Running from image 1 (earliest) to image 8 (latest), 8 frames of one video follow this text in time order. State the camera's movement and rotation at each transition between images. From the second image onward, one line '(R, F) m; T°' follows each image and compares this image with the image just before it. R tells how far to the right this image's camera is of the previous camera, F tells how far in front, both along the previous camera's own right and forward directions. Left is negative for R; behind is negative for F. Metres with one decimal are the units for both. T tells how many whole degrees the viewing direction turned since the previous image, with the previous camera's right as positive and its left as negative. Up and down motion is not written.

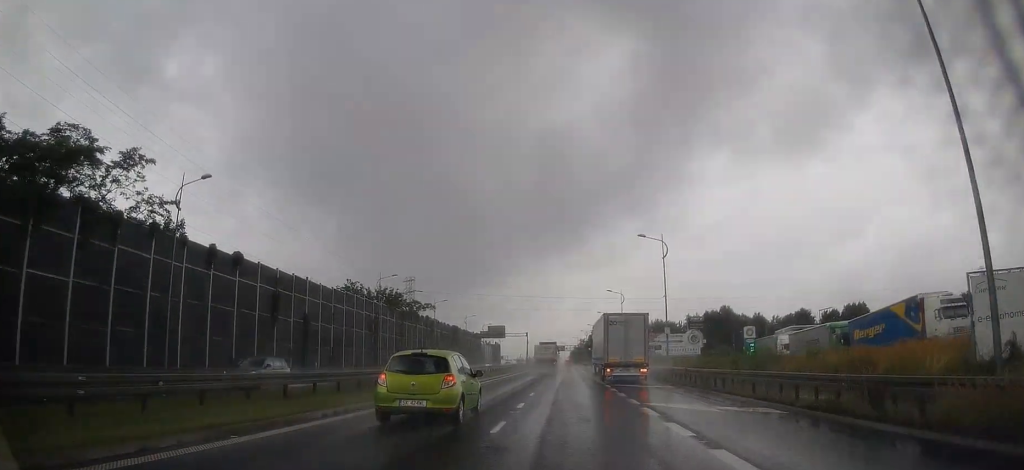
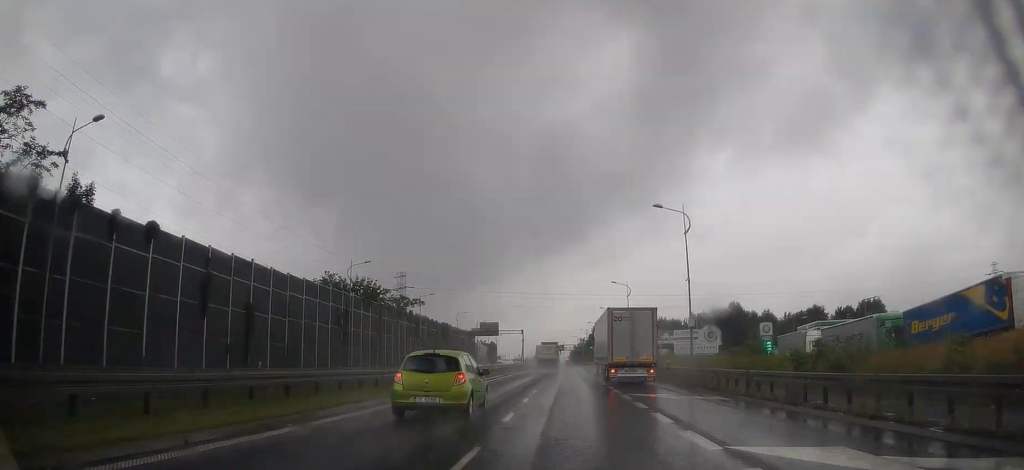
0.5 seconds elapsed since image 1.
(0.0, +10.0) m; 0°
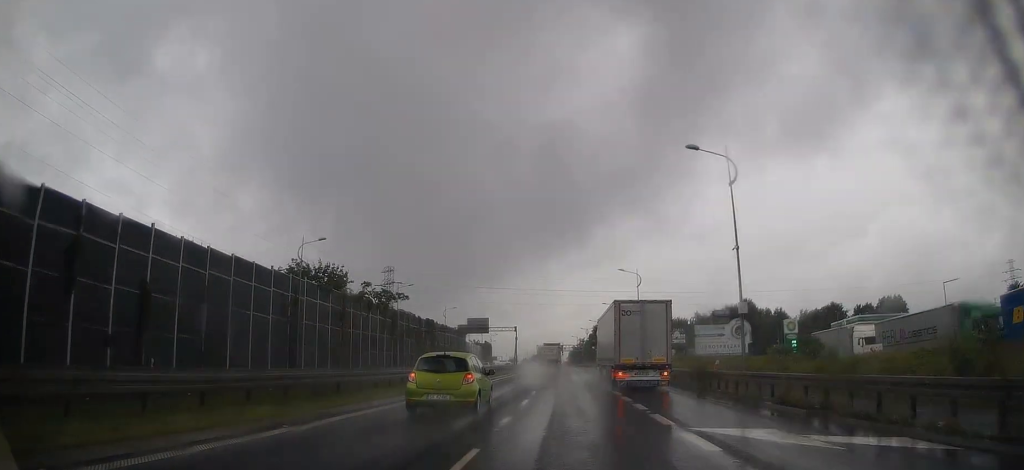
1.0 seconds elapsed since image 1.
(0.0, +12.2) m; 0°
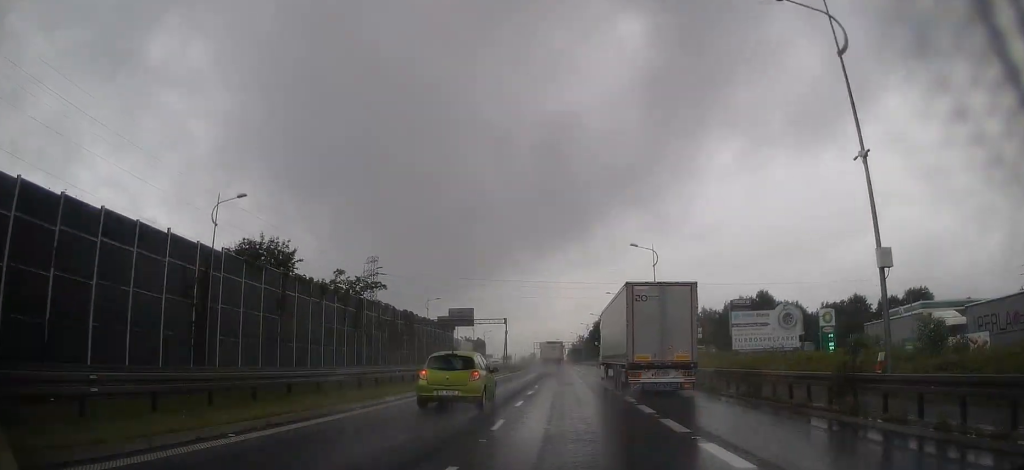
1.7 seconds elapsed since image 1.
(0.0, +13.7) m; 0°
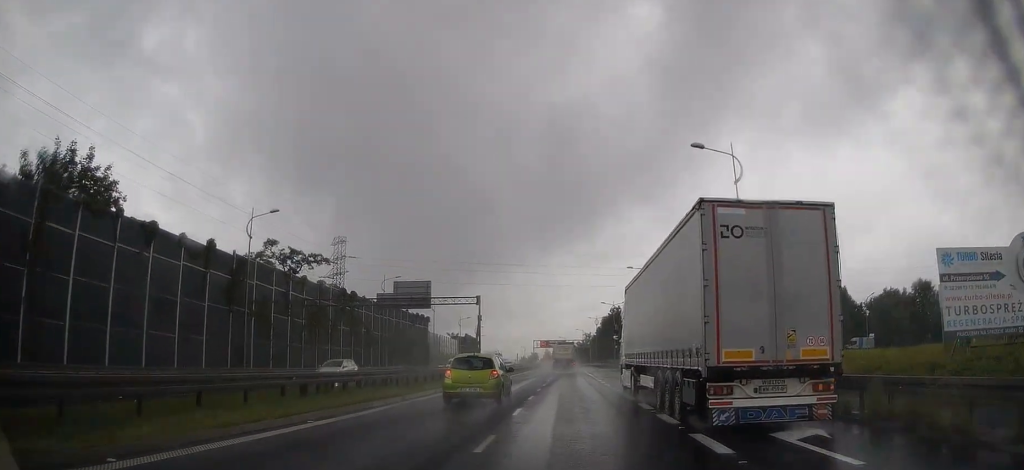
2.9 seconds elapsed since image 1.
(-0.1, +26.5) m; 0°
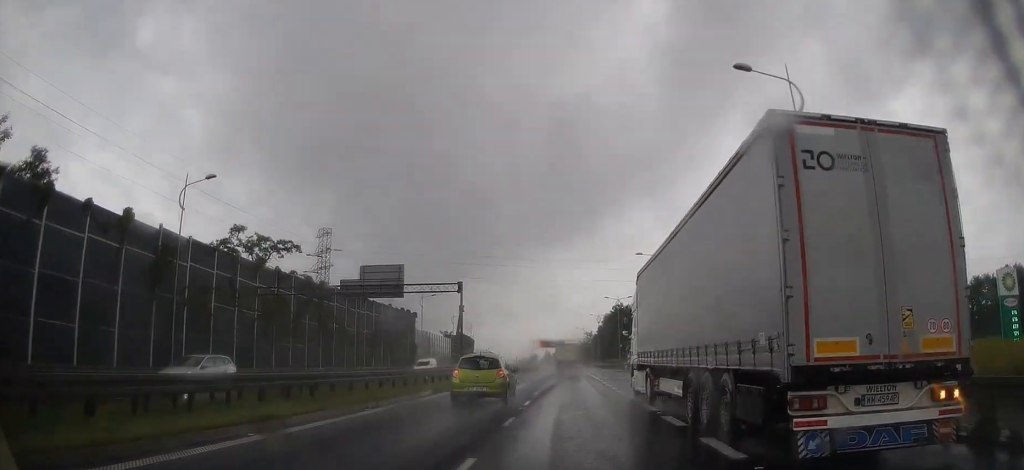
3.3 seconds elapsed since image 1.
(0.0, +8.6) m; 0°
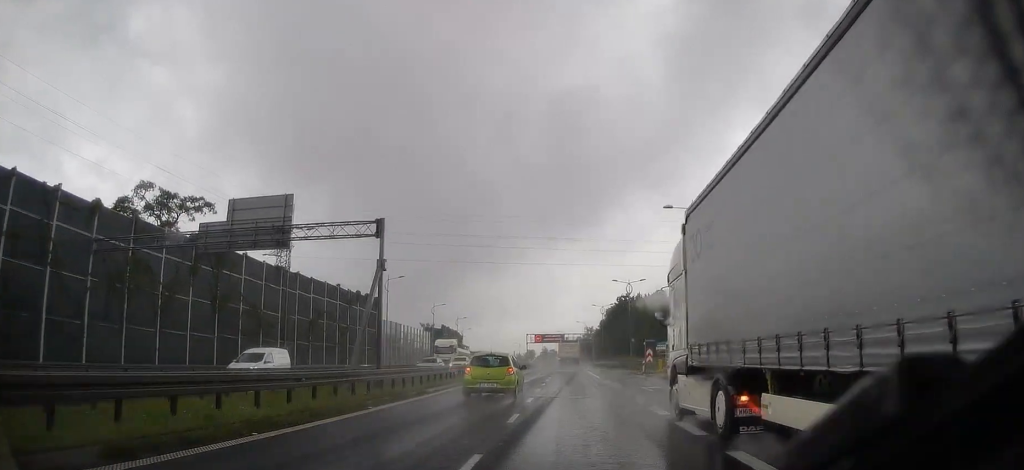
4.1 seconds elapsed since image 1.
(0.0, +17.7) m; 0°
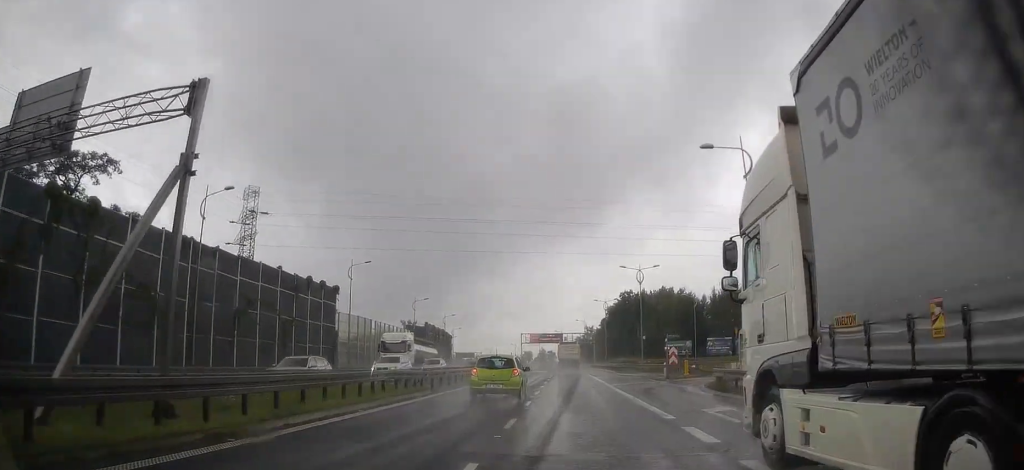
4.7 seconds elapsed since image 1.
(0.0, +12.6) m; 0°
